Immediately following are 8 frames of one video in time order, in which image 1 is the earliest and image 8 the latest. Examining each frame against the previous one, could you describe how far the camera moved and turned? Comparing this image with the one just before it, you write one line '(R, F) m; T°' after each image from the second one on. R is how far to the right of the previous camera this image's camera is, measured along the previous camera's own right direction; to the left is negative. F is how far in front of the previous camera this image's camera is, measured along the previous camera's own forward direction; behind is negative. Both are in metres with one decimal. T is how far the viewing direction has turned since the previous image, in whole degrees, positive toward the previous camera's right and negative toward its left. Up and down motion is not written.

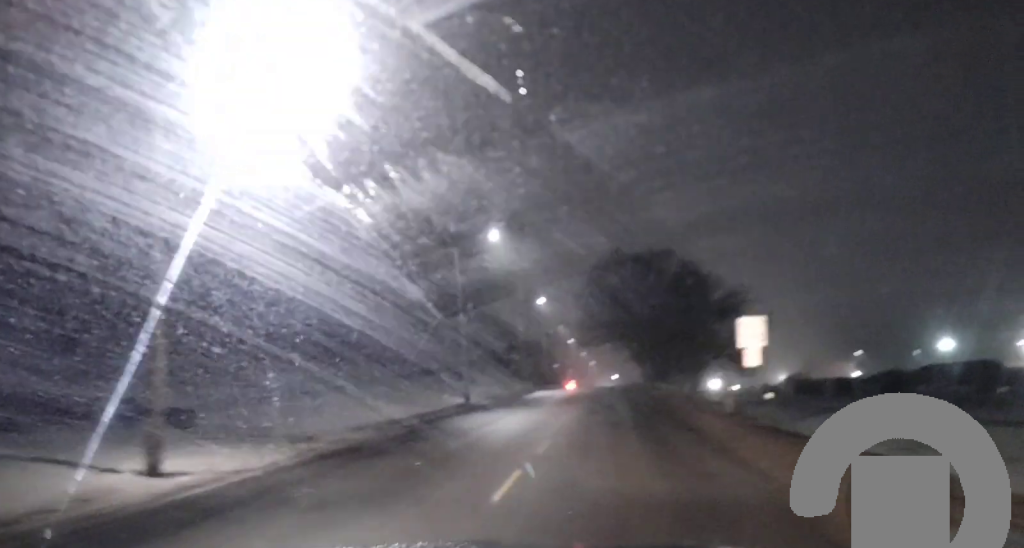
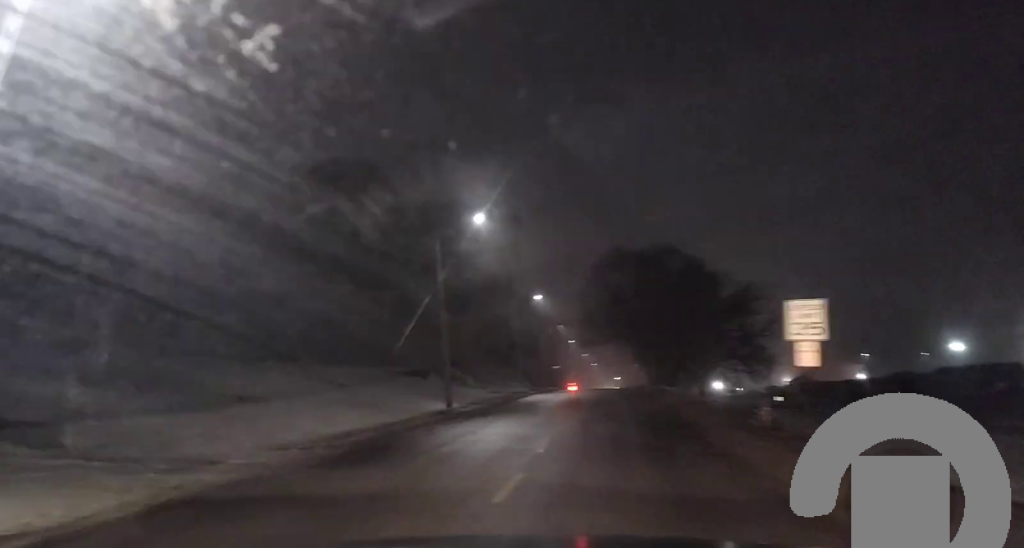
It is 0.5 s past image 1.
(-0.2, +5.8) m; -1°
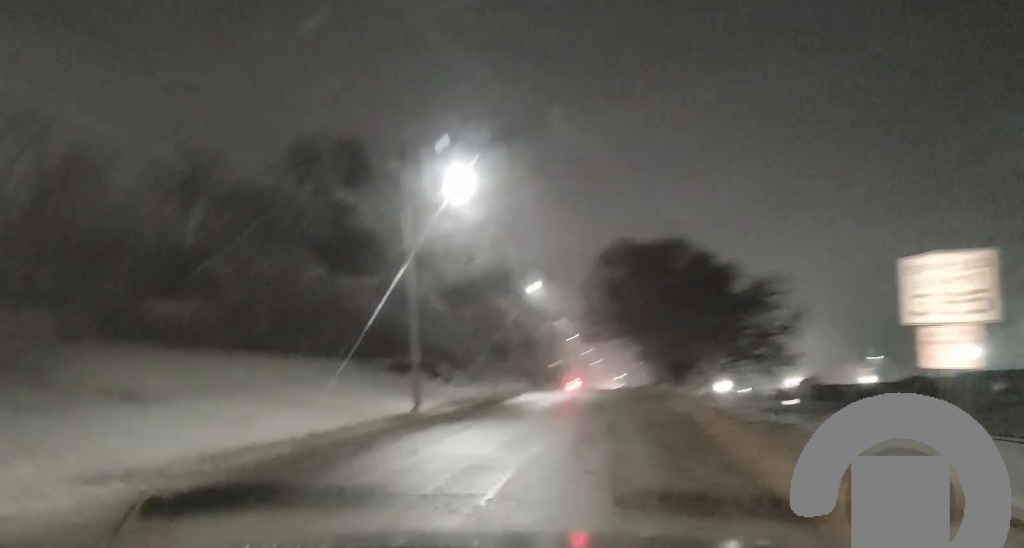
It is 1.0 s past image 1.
(-0.1, +6.8) m; -1°
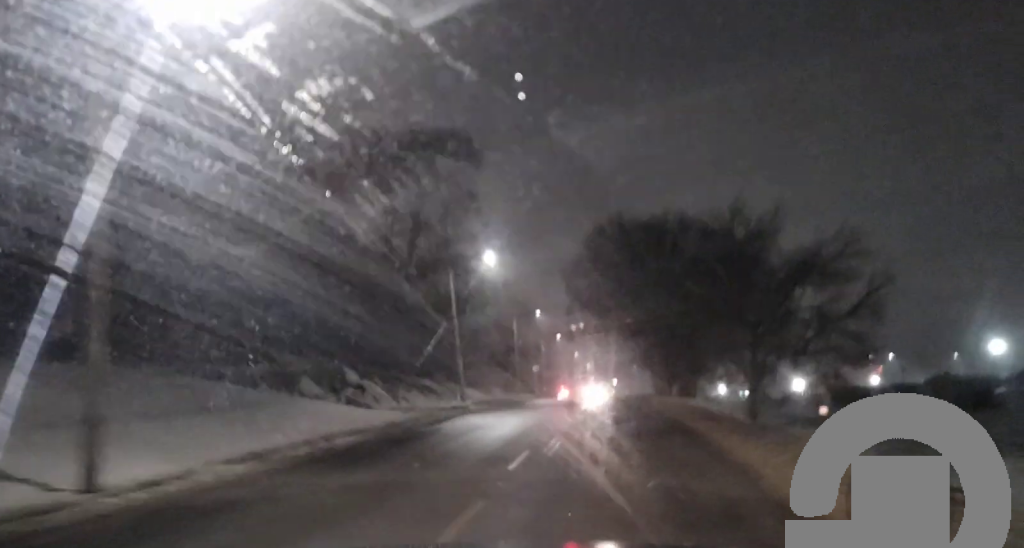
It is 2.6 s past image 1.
(-0.1, +19.6) m; 0°
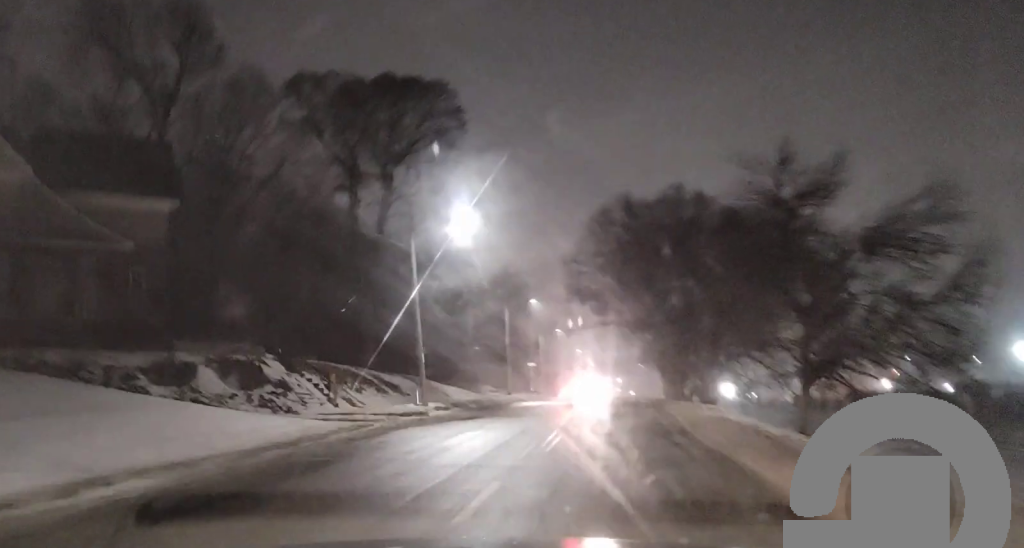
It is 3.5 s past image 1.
(0.0, +10.6) m; 0°
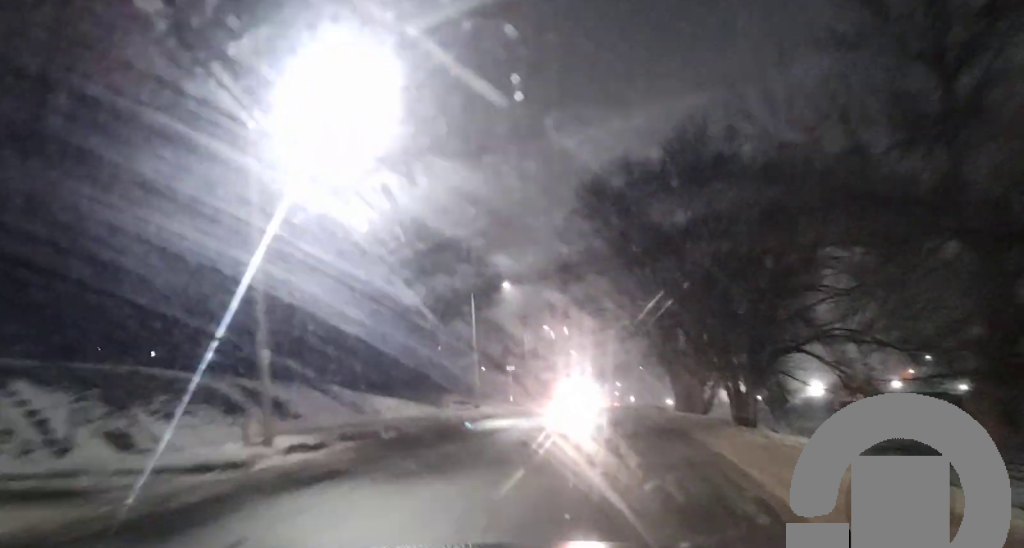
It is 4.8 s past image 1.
(0.0, +16.2) m; 0°
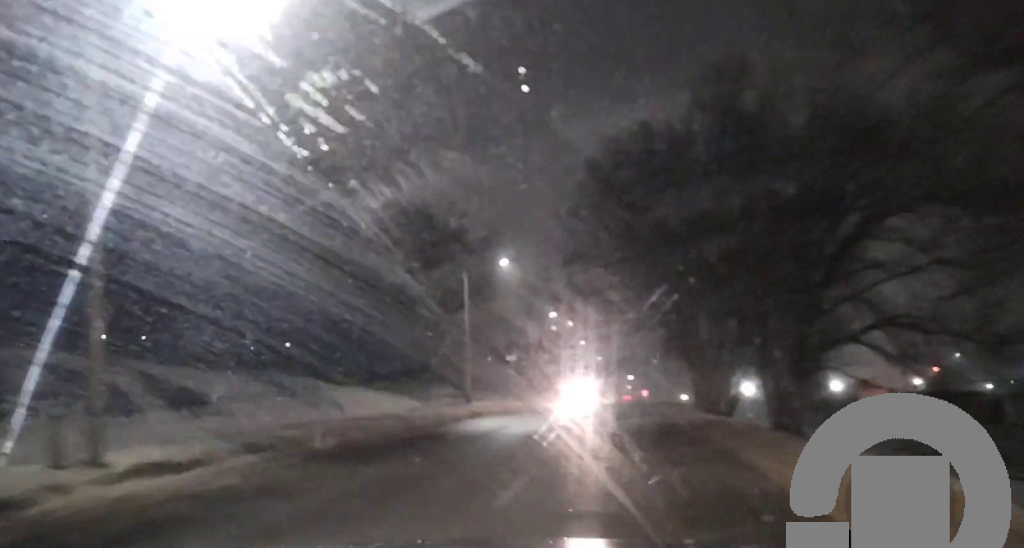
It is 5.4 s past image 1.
(0.0, +6.7) m; 0°
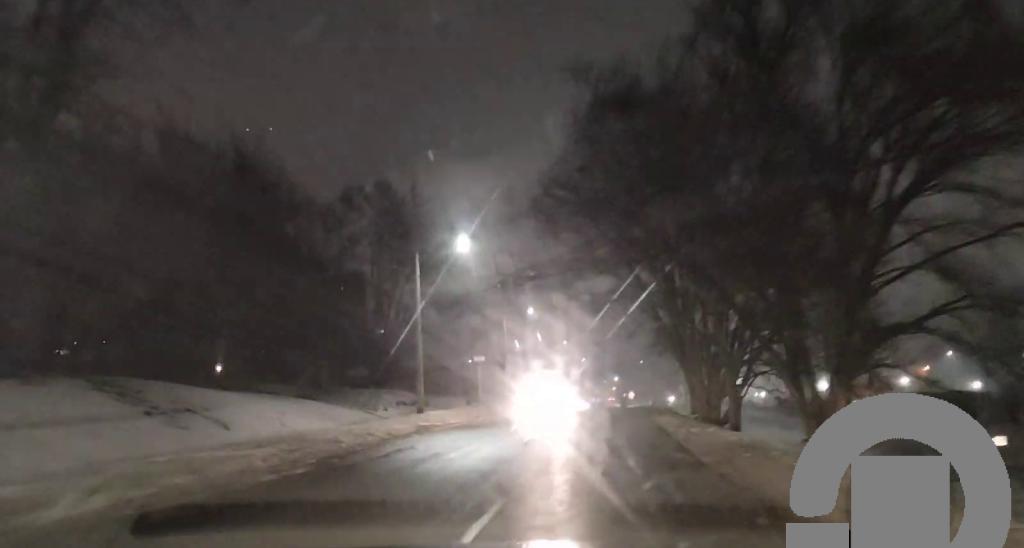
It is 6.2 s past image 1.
(0.0, +9.4) m; 0°
